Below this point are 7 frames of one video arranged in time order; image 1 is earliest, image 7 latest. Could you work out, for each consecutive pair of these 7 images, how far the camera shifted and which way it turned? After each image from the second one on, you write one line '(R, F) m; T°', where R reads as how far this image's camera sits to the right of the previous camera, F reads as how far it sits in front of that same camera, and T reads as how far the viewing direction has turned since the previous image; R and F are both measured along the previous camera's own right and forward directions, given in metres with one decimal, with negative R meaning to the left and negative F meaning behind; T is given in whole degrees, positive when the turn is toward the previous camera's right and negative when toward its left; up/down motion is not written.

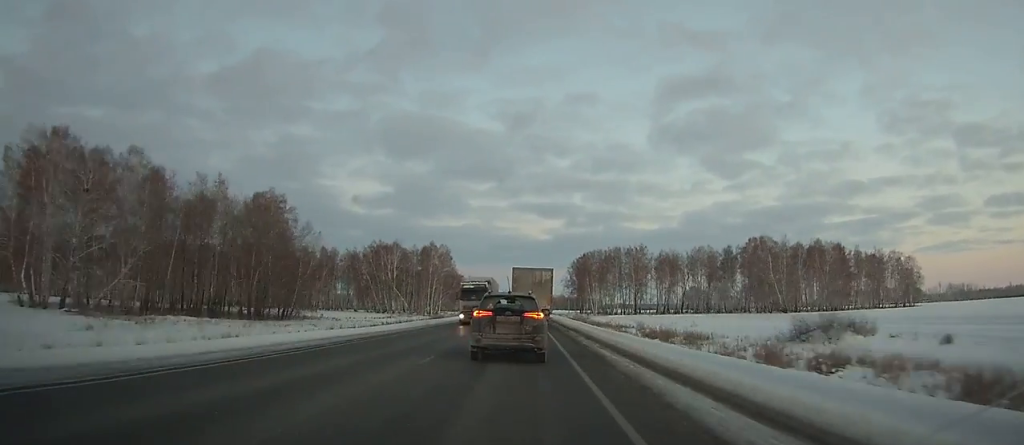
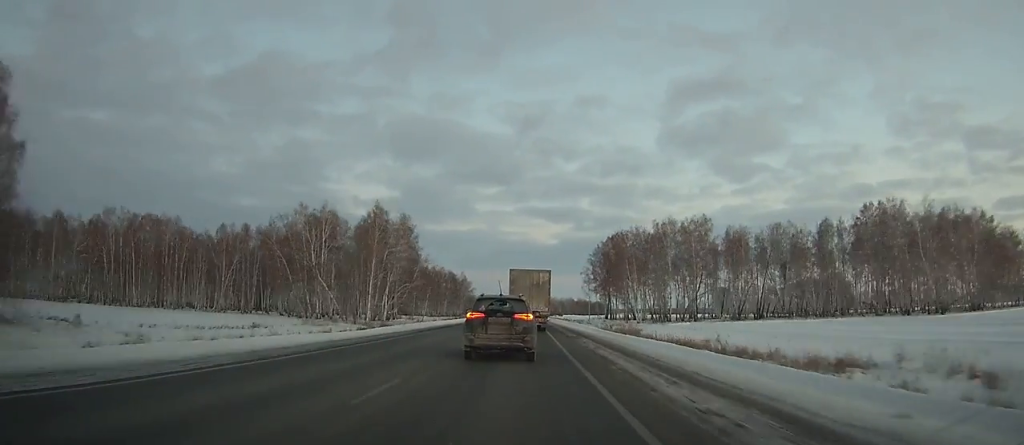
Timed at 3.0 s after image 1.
(-0.4, +64.4) m; -1°
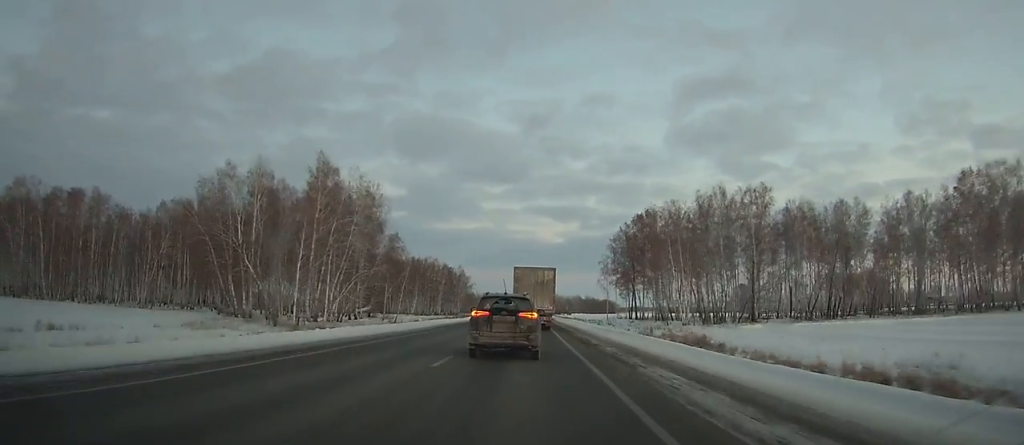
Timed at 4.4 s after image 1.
(-0.1, +30.1) m; 0°
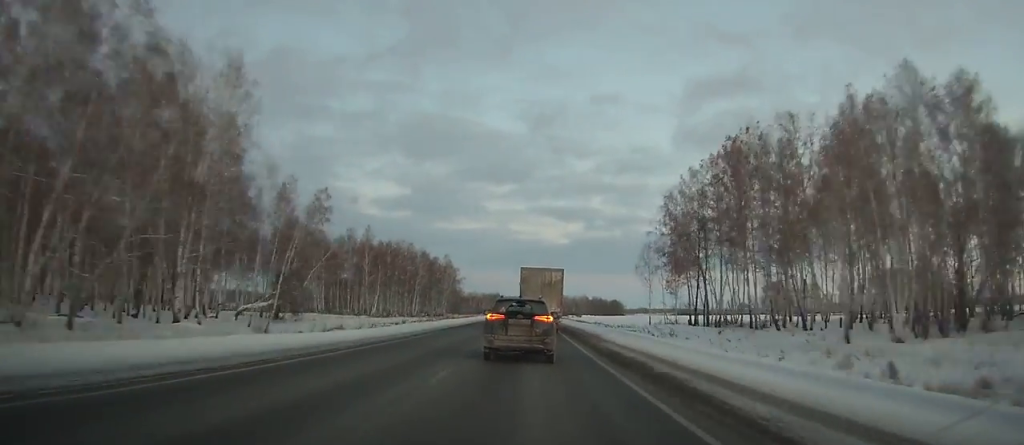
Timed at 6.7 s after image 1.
(-0.1, +49.4) m; 0°
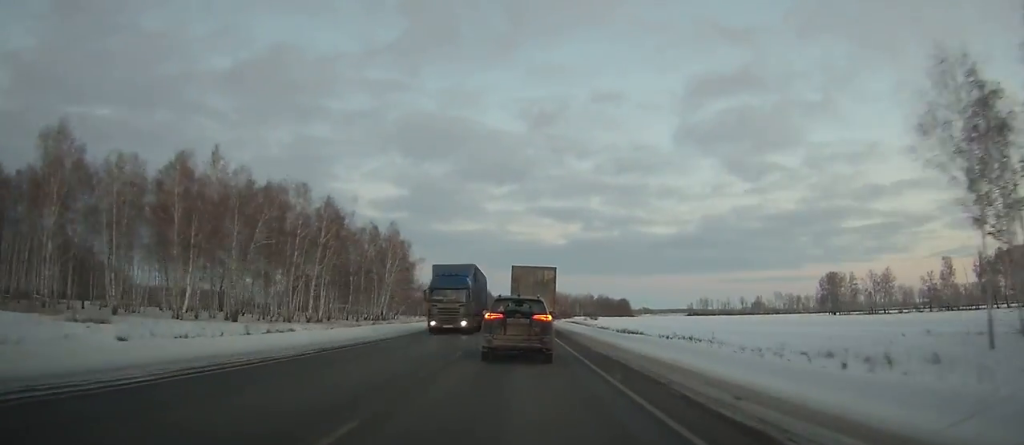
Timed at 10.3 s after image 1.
(-0.4, +77.0) m; 0°
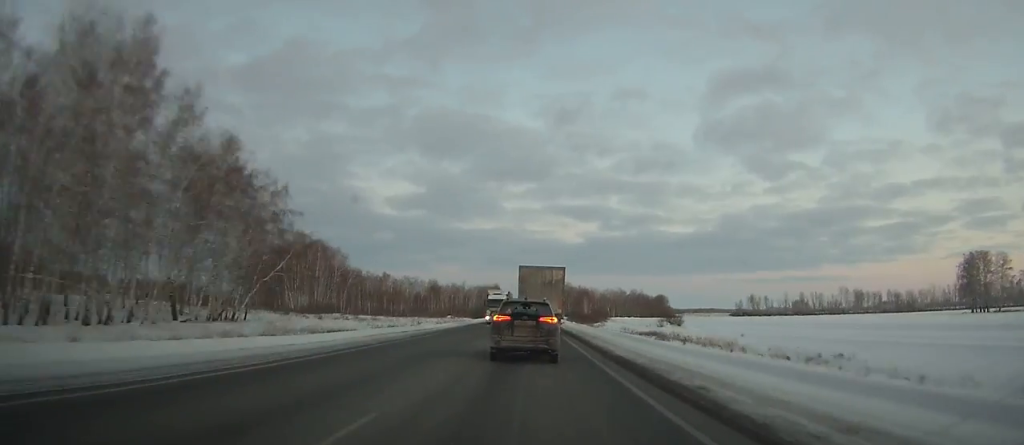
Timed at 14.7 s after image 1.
(-0.7, +94.4) m; -1°
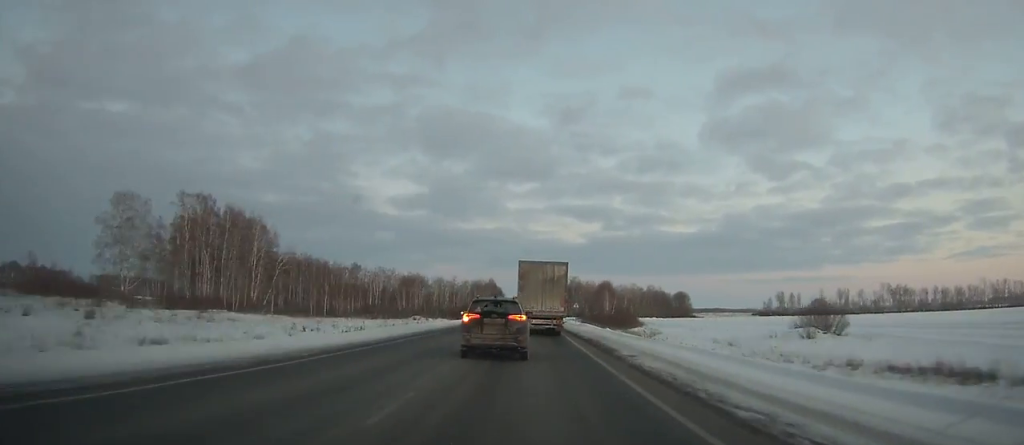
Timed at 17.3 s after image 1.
(-0.2, +57.4) m; 0°
